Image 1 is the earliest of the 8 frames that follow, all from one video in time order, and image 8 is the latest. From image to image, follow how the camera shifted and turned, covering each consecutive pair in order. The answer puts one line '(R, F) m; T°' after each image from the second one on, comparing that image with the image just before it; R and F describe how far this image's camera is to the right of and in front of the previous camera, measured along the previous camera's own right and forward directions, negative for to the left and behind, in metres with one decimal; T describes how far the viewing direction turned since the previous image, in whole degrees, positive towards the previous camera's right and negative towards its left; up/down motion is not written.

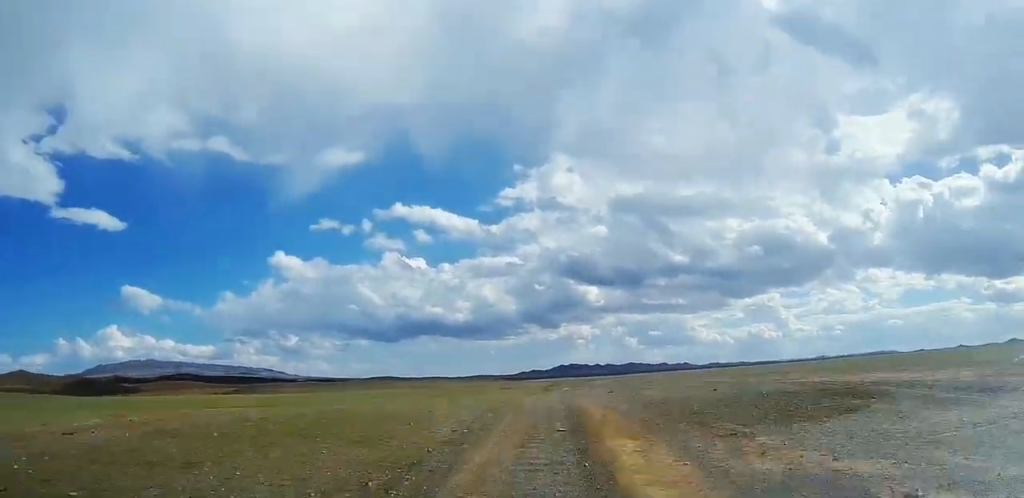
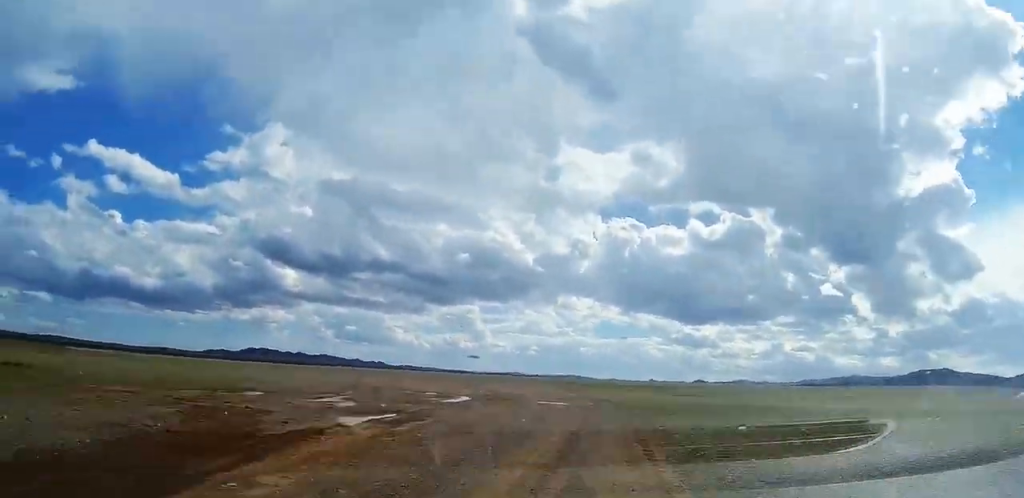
(+38.9, +232.0) m; +11°
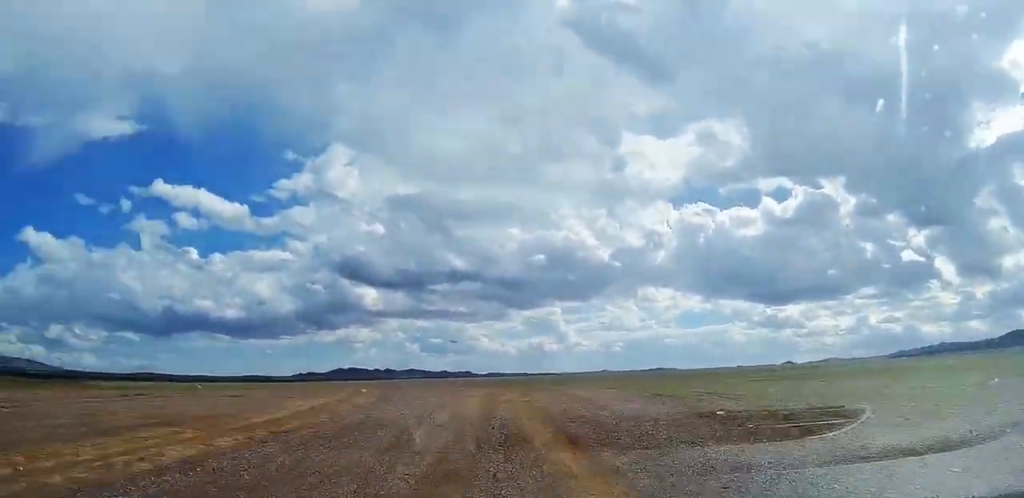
(+3.4, +52.2) m; -2°
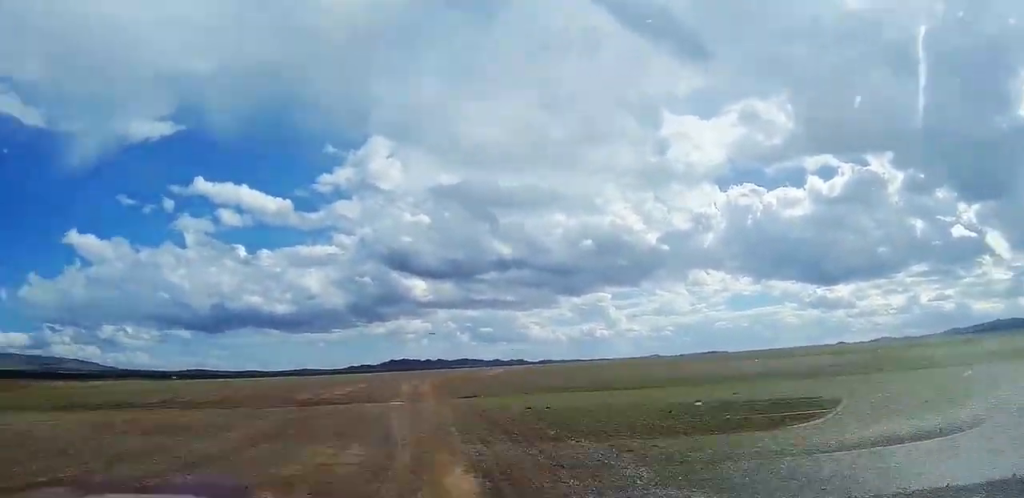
(-8.1, +67.3) m; -2°
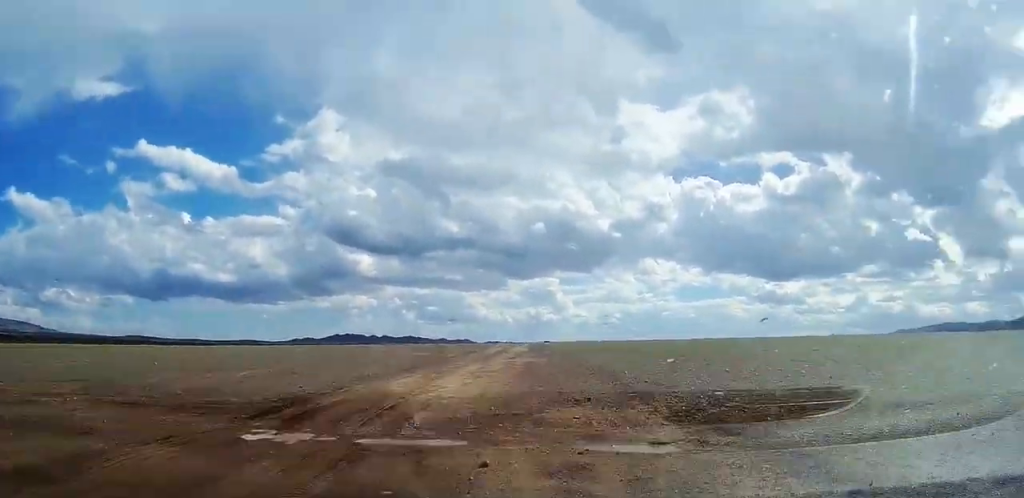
(-0.6, +80.0) m; +1°
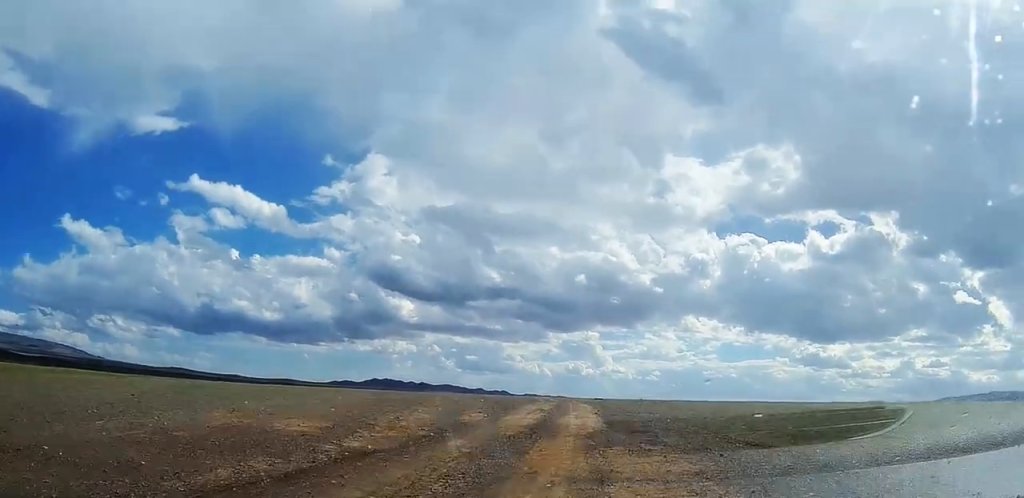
(+1.6, +35.3) m; +2°
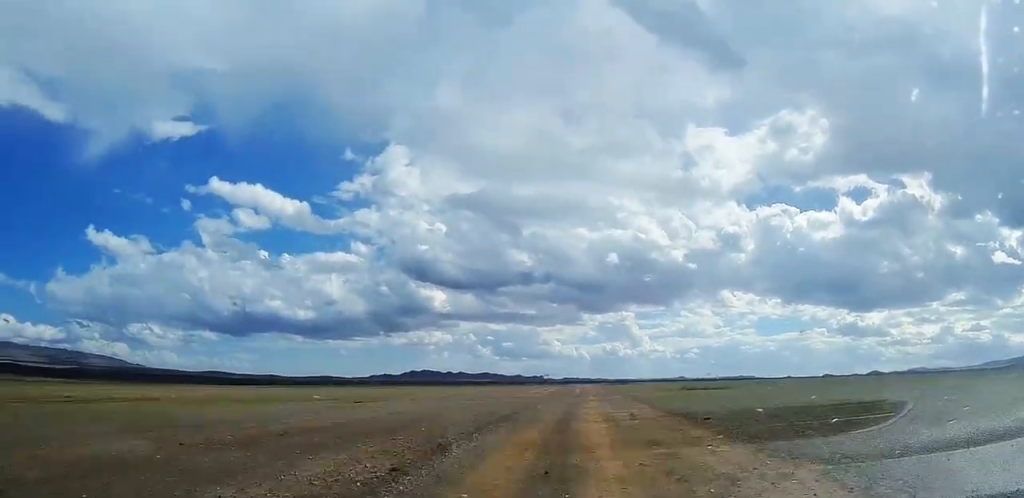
(+0.6, +95.0) m; +1°
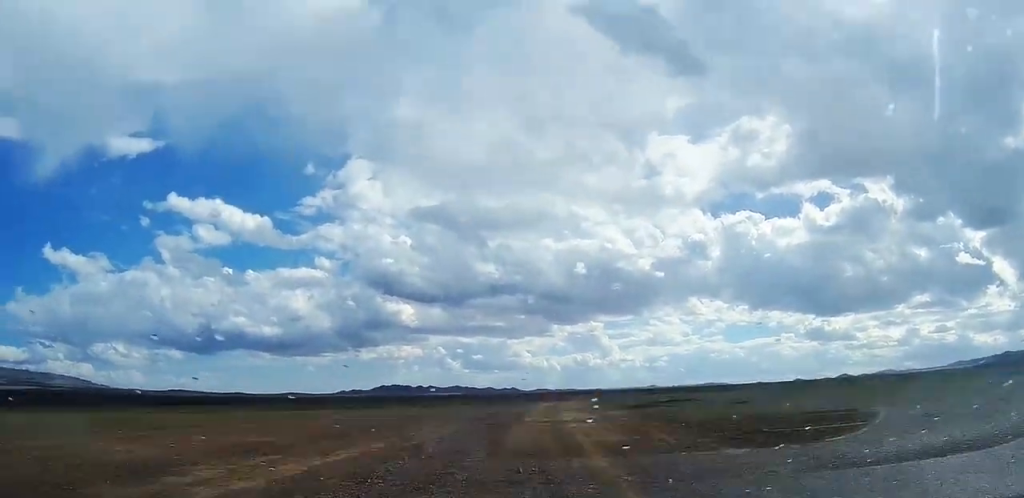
(0.0, +73.7) m; +2°
